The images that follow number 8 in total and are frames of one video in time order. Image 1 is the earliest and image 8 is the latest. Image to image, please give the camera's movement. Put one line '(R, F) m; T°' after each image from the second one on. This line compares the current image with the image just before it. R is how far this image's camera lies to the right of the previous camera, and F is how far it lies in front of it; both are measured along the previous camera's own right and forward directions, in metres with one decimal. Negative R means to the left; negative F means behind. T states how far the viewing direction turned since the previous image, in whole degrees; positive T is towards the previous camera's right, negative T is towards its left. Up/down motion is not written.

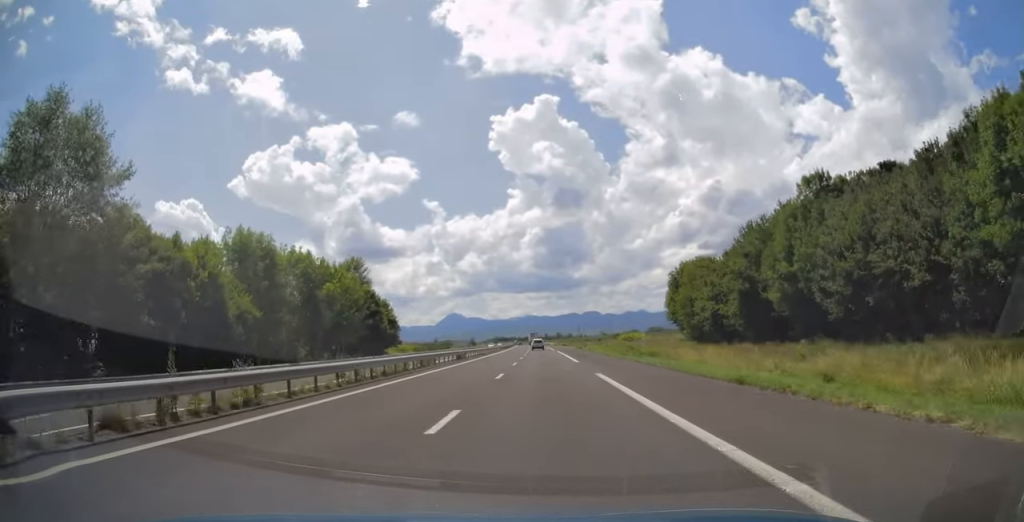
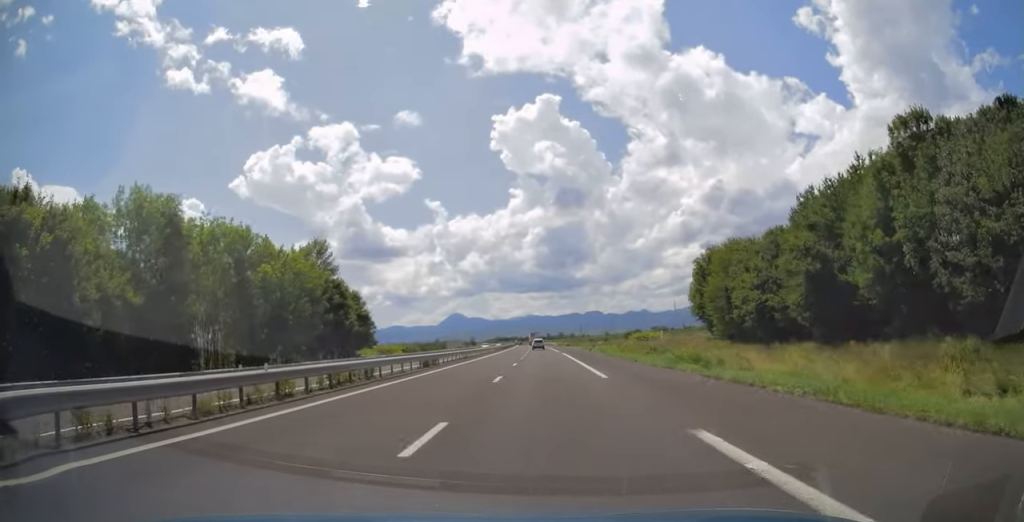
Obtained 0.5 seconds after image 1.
(0.0, +14.8) m; 0°
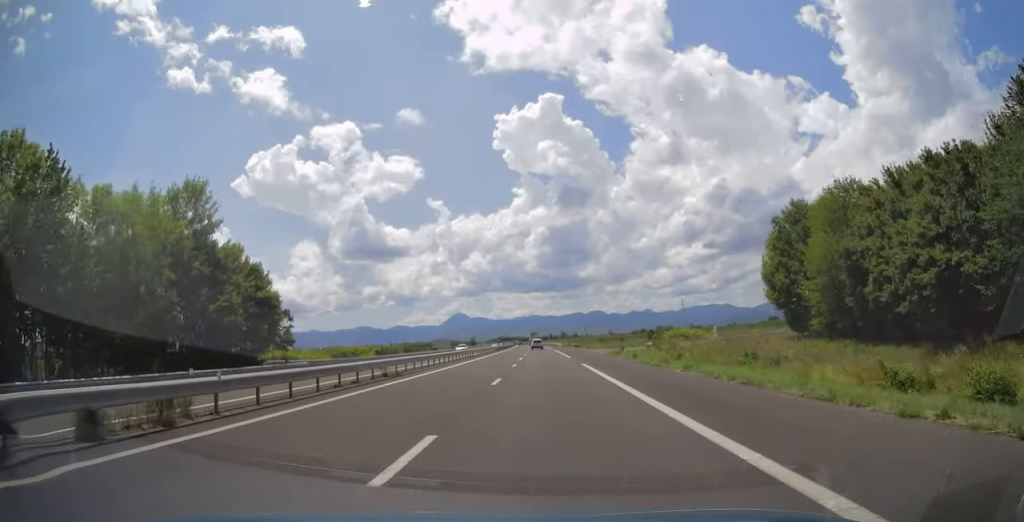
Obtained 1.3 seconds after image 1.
(0.0, +27.5) m; 0°
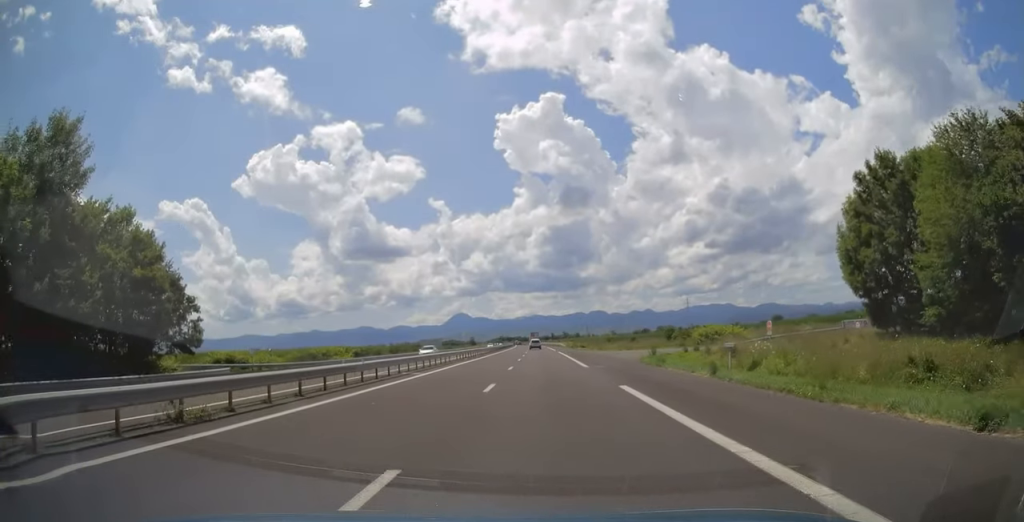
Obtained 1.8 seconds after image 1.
(0.0, +15.2) m; 0°
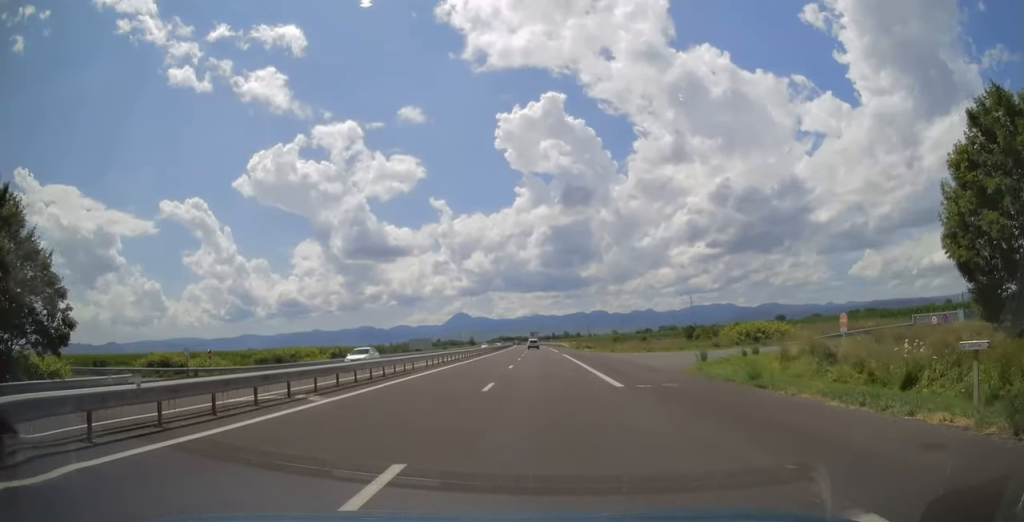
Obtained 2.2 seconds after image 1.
(0.0, +12.6) m; 0°
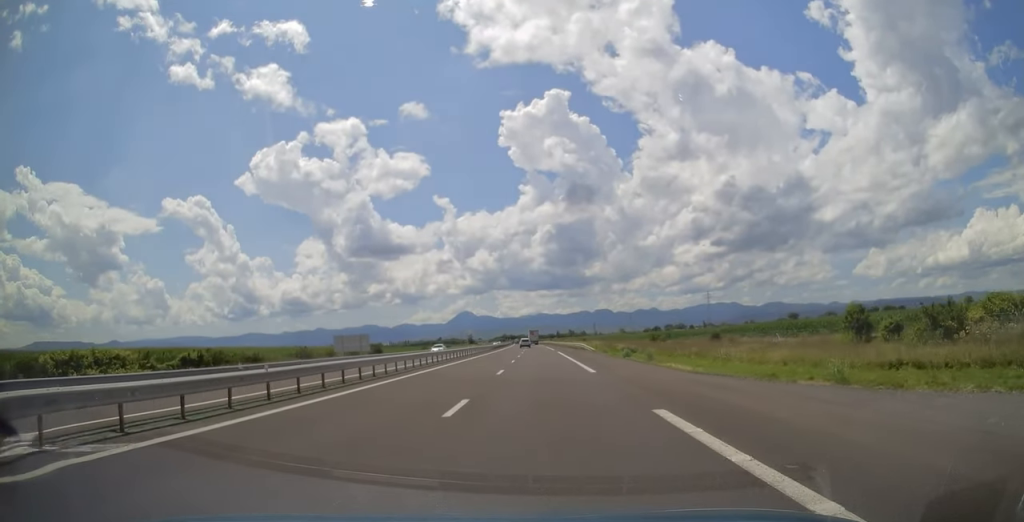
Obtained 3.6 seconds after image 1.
(0.0, +44.8) m; 0°
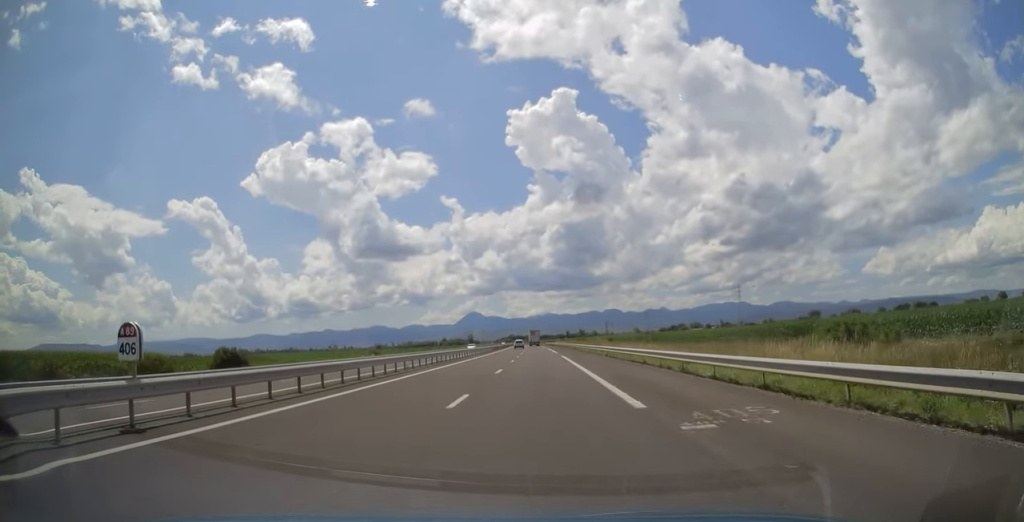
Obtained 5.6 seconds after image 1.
(-0.9, +63.2) m; -1°
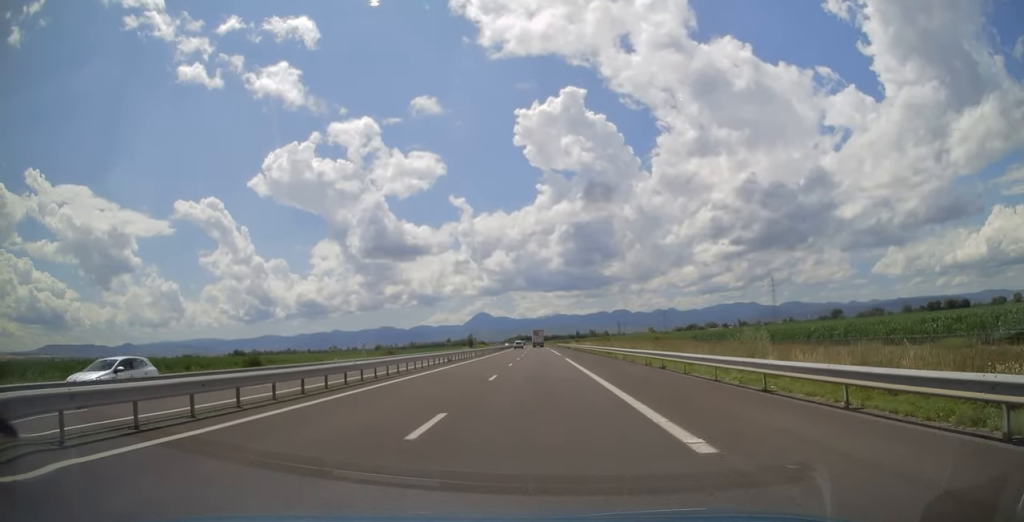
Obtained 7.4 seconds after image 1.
(-0.1, +56.2) m; -1°
